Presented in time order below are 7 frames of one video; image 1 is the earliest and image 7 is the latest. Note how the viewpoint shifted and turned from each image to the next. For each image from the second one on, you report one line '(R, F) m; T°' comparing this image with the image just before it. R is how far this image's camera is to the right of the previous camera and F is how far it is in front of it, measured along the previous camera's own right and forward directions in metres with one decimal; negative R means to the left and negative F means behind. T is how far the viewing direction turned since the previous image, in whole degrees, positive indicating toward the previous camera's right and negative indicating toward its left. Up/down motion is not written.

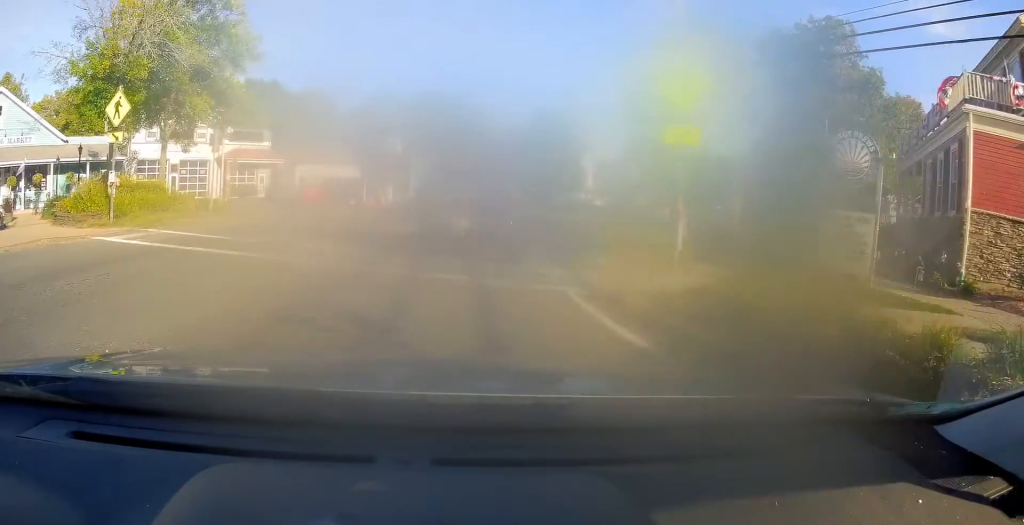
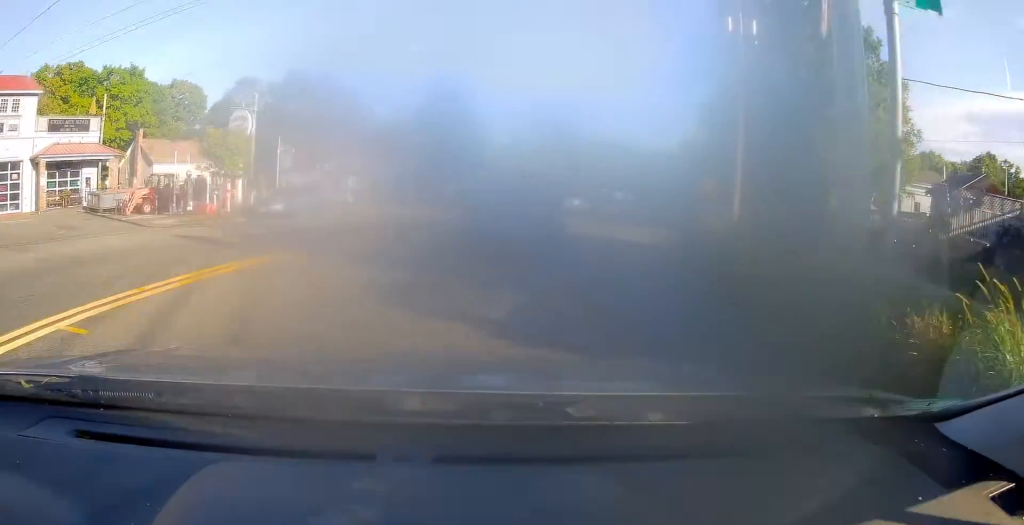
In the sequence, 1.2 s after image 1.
(+0.6, +13.3) m; +9°
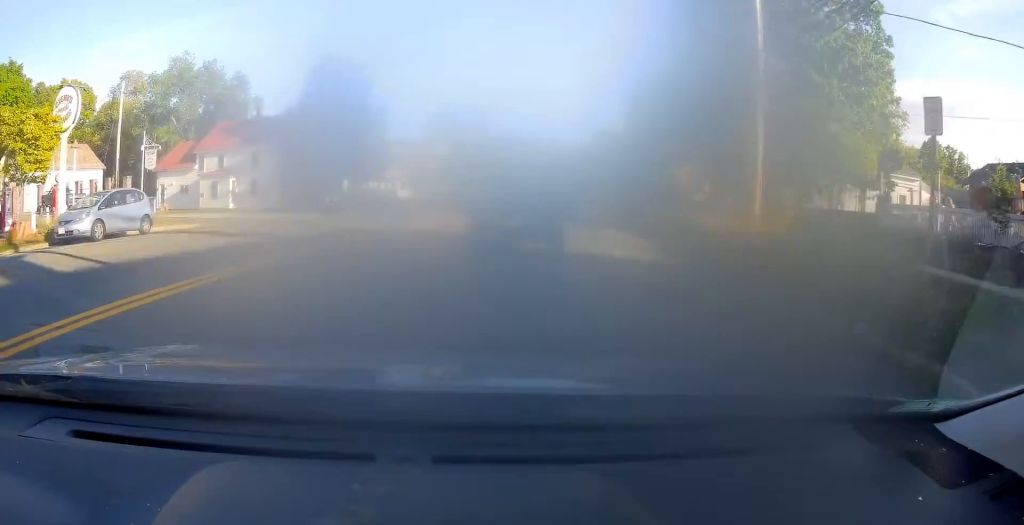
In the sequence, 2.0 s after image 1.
(+0.5, +9.6) m; +11°
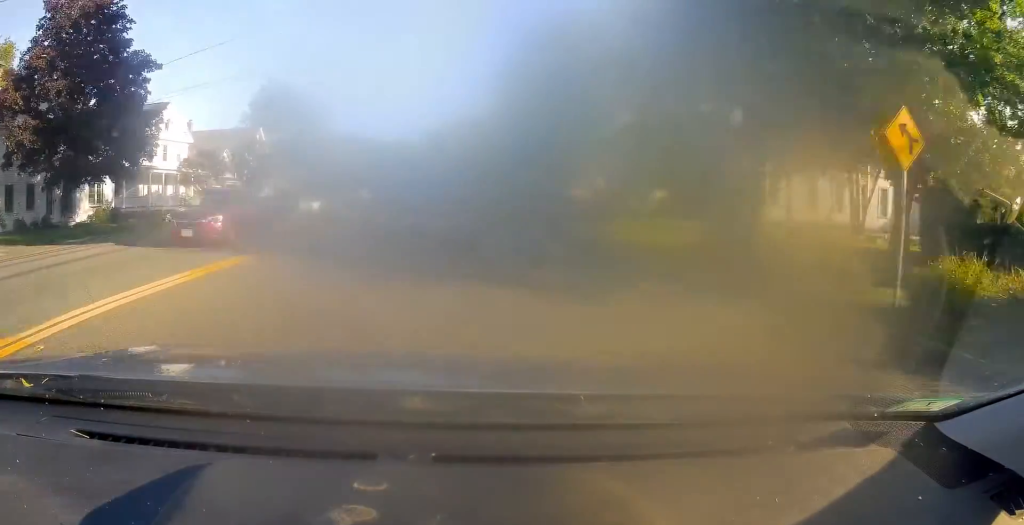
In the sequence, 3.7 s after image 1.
(+3.8, +19.7) m; +8°
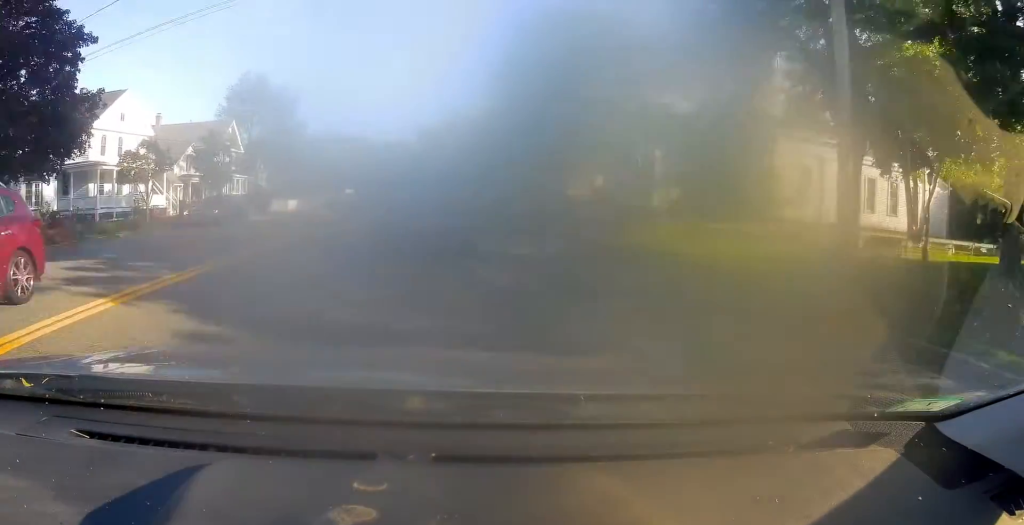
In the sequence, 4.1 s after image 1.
(+0.1, +5.4) m; 0°
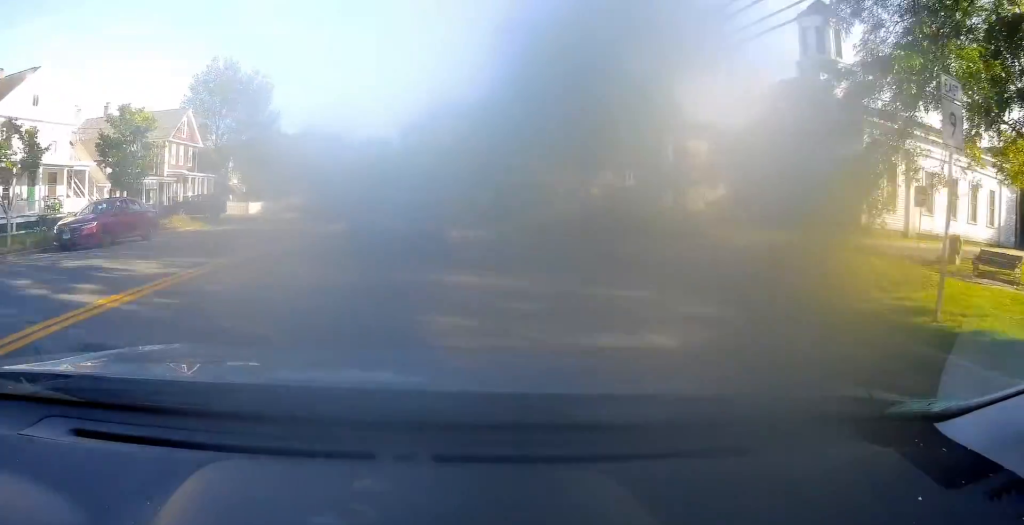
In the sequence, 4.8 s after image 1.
(-1.8, +7.2) m; +7°
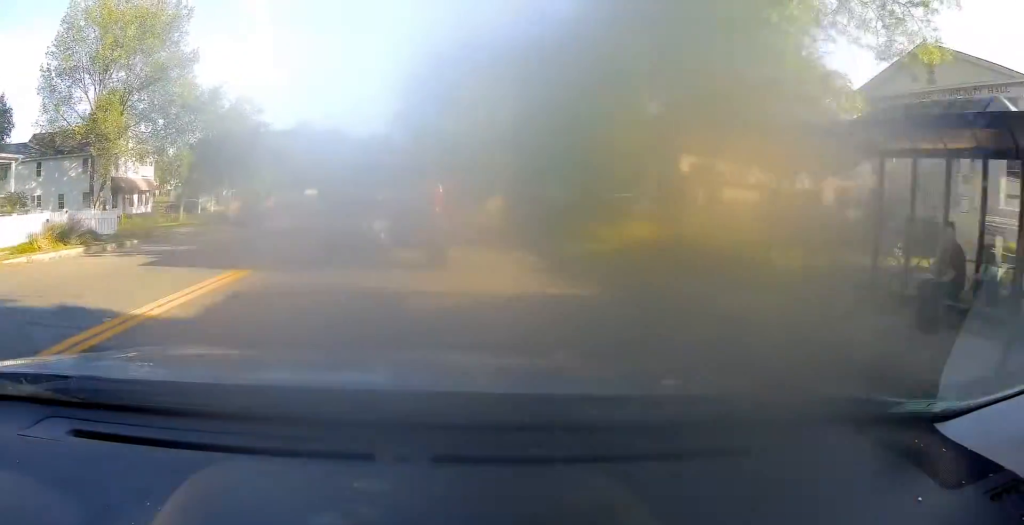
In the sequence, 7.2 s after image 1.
(+5.9, +33.5) m; +13°
